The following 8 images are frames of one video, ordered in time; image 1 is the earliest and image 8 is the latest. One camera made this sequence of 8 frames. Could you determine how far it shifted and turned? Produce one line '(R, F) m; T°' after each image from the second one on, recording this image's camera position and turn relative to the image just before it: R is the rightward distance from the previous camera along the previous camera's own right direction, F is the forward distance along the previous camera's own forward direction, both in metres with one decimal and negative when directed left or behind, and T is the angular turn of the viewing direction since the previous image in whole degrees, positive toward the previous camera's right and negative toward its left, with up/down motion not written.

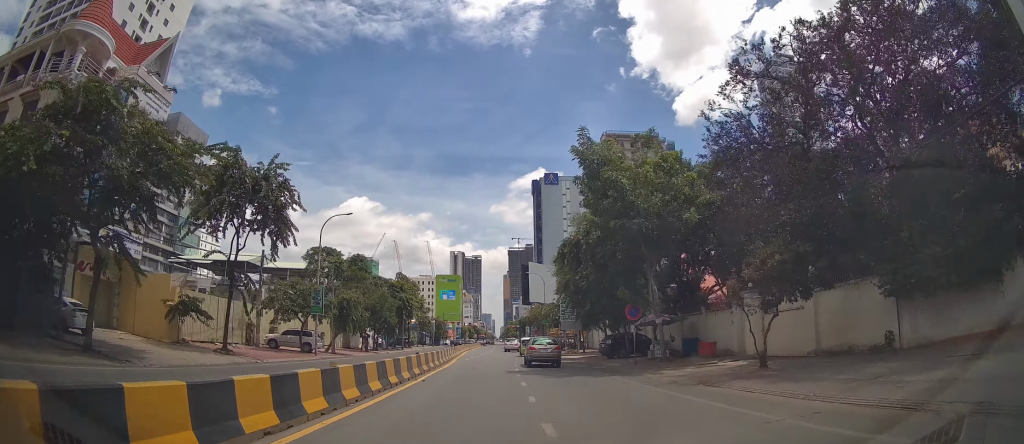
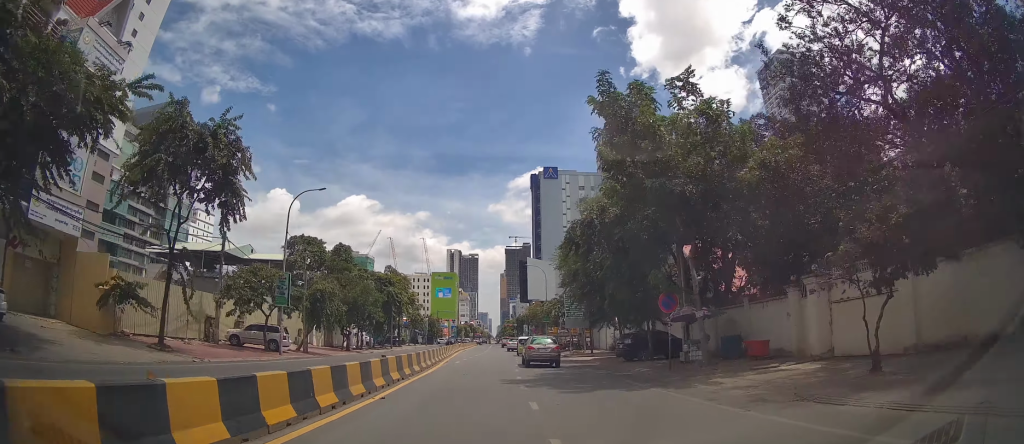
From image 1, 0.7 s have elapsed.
(0.0, +4.9) m; 0°
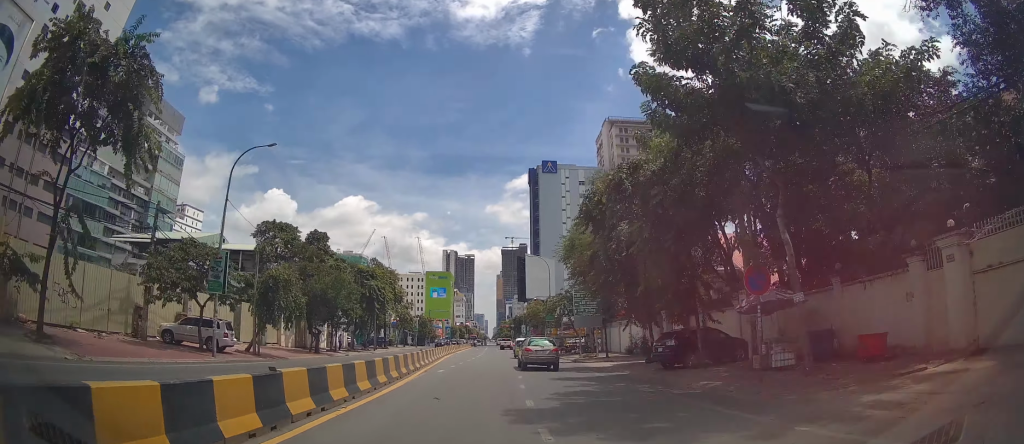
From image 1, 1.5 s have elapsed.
(0.0, +6.5) m; -1°
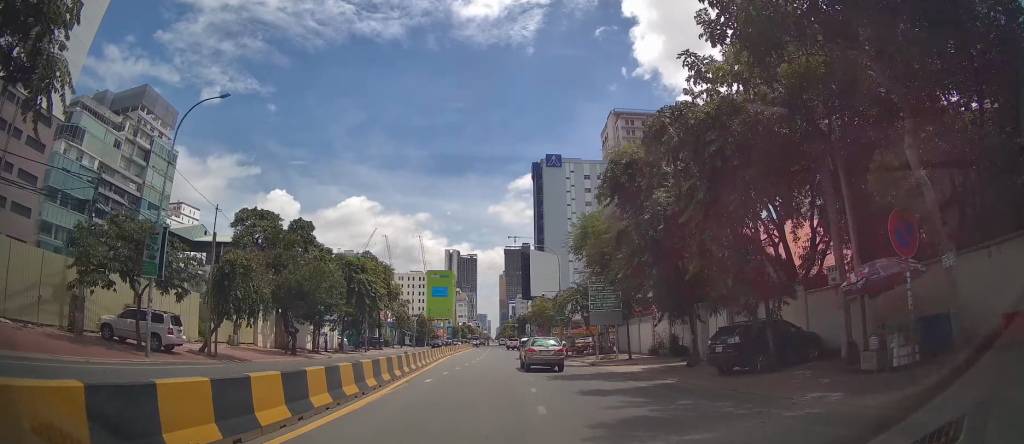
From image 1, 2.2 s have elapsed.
(0.0, +5.2) m; 0°
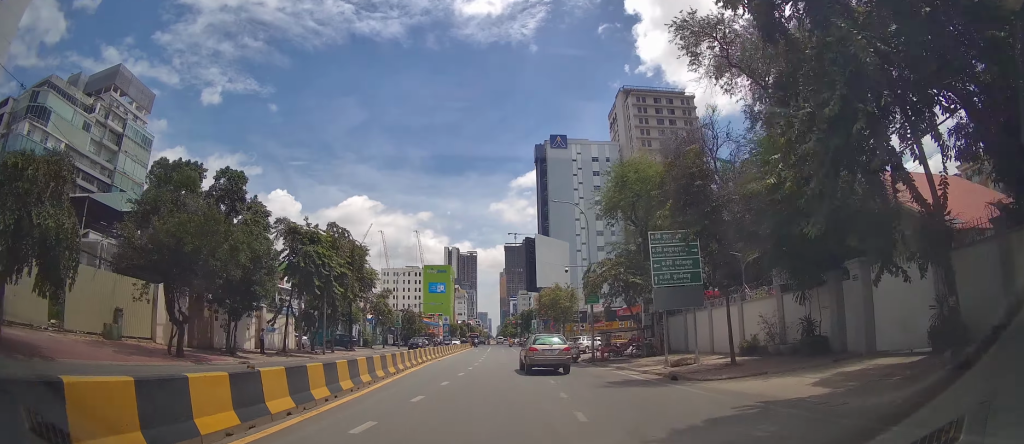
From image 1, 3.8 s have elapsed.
(-0.1, +12.9) m; 0°
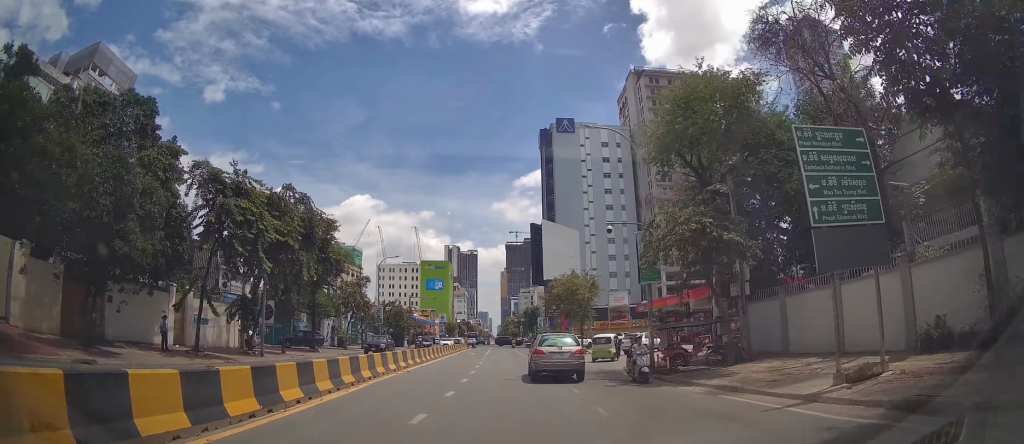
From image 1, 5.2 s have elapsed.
(+0.1, +11.0) m; +1°
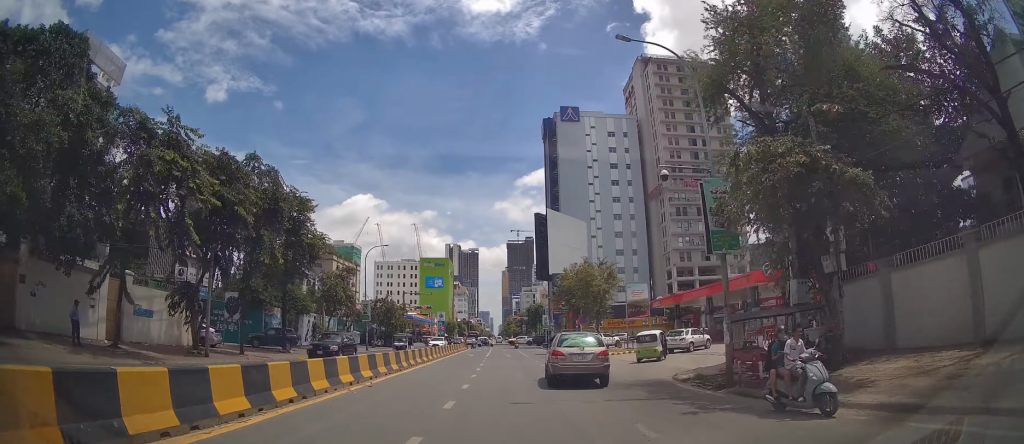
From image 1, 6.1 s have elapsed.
(+0.1, +6.1) m; +1°
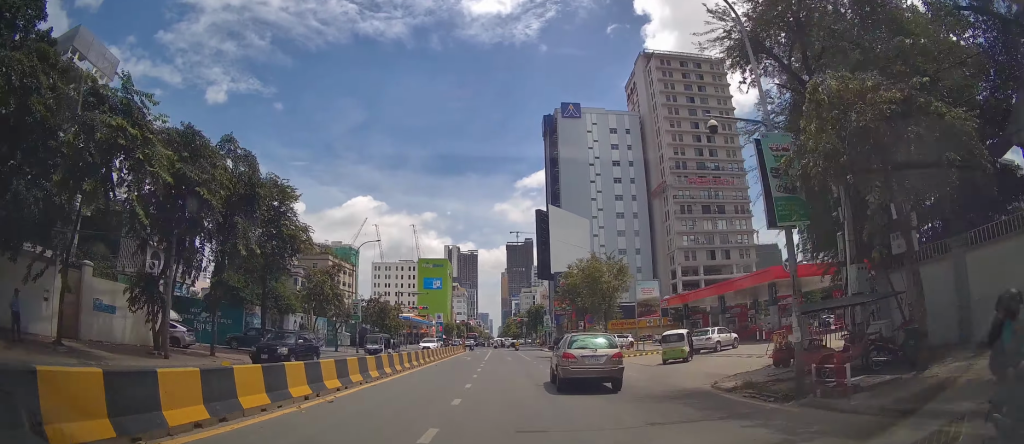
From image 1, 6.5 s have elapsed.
(0.0, +3.1) m; 0°
